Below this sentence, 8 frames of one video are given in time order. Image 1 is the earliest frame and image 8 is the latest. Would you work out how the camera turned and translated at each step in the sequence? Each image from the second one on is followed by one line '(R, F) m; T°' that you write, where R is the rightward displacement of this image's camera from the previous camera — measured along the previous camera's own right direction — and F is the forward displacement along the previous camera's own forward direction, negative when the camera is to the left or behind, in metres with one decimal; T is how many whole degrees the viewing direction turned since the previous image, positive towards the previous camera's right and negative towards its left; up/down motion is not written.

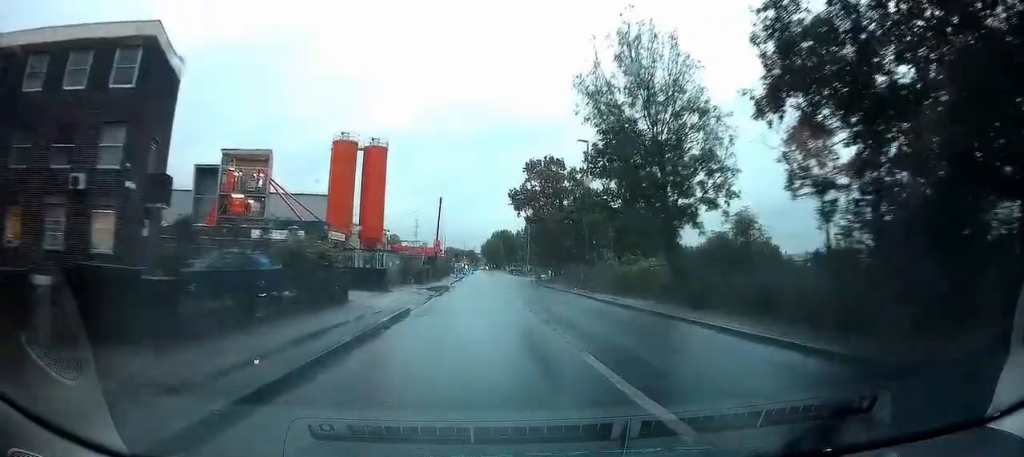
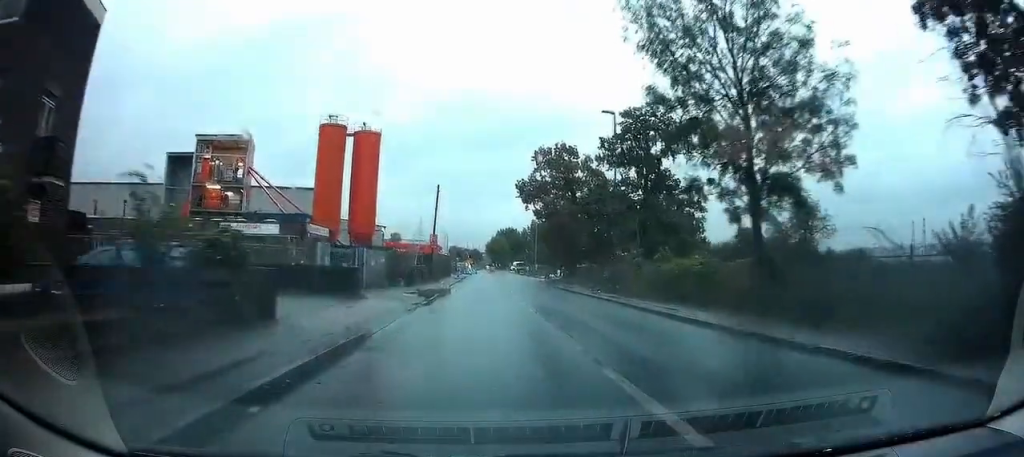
(0.0, +7.5) m; 0°
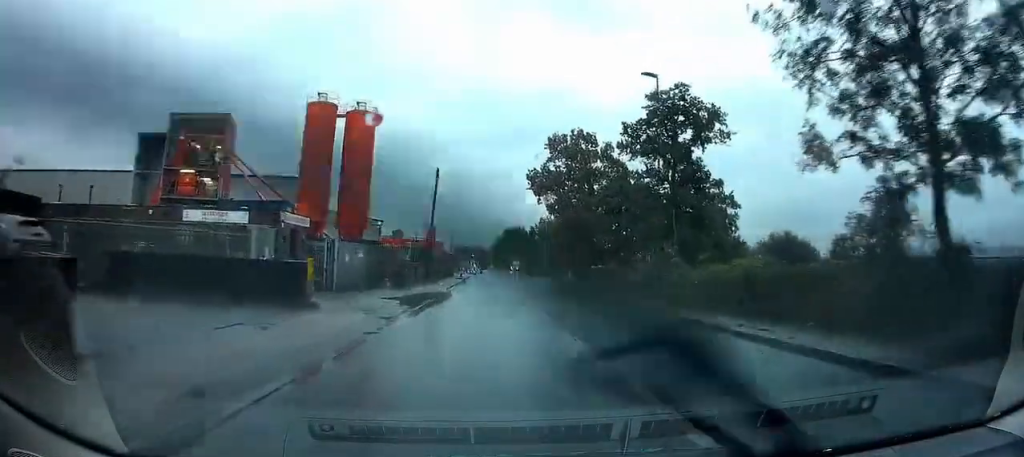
(+0.1, +7.1) m; 0°
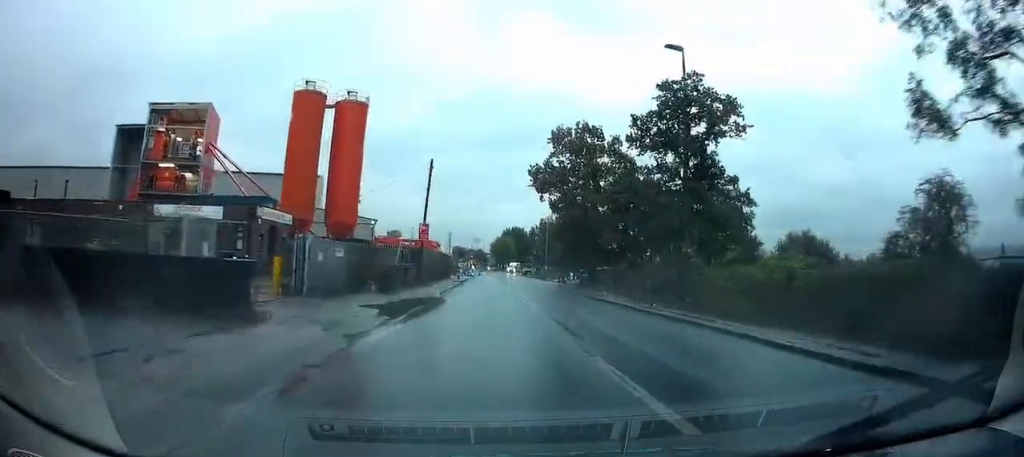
(0.0, +3.7) m; 0°
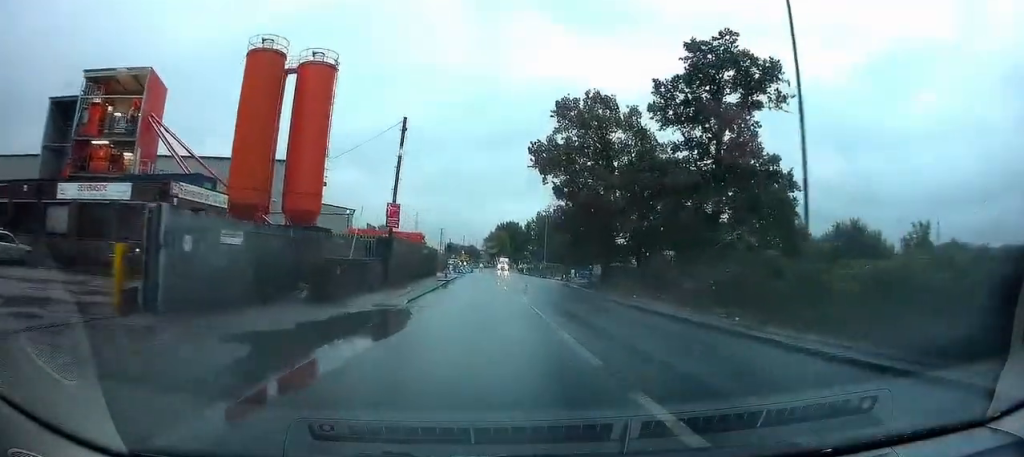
(0.0, +9.4) m; +2°
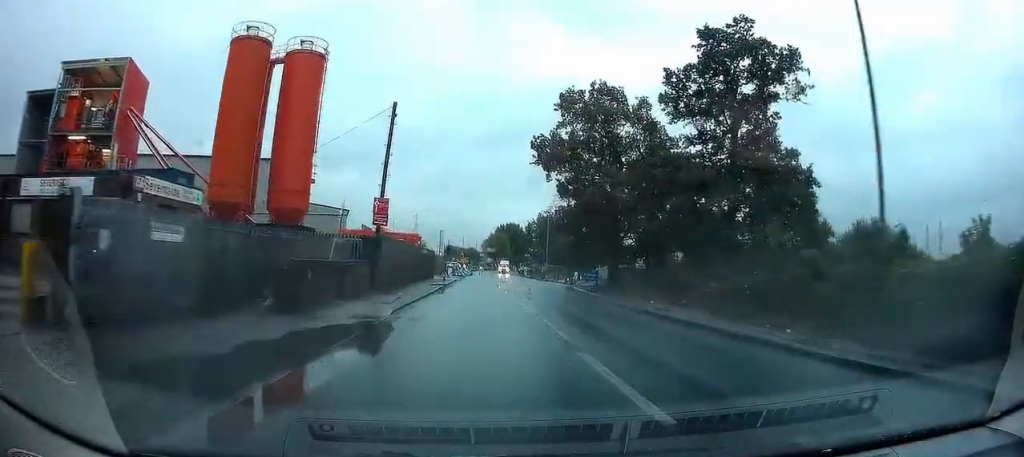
(+0.1, +3.3) m; 0°
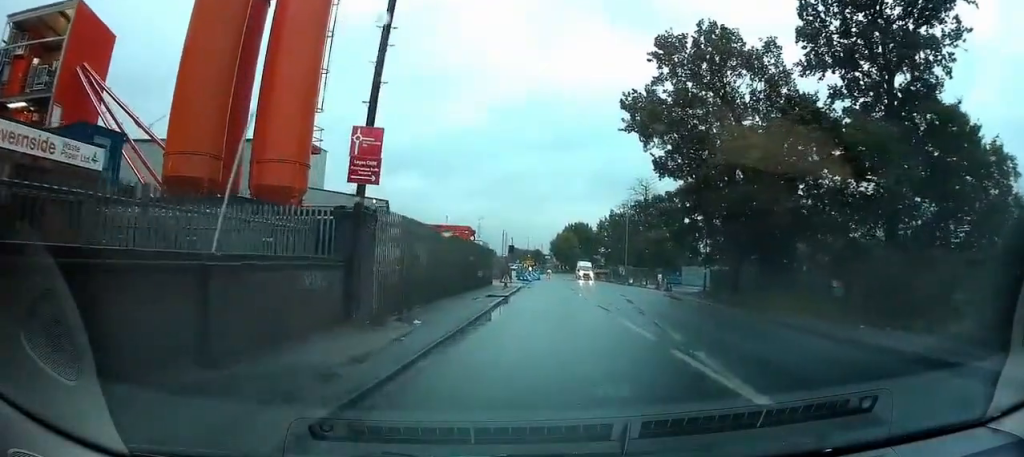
(-0.7, +13.5) m; -8°
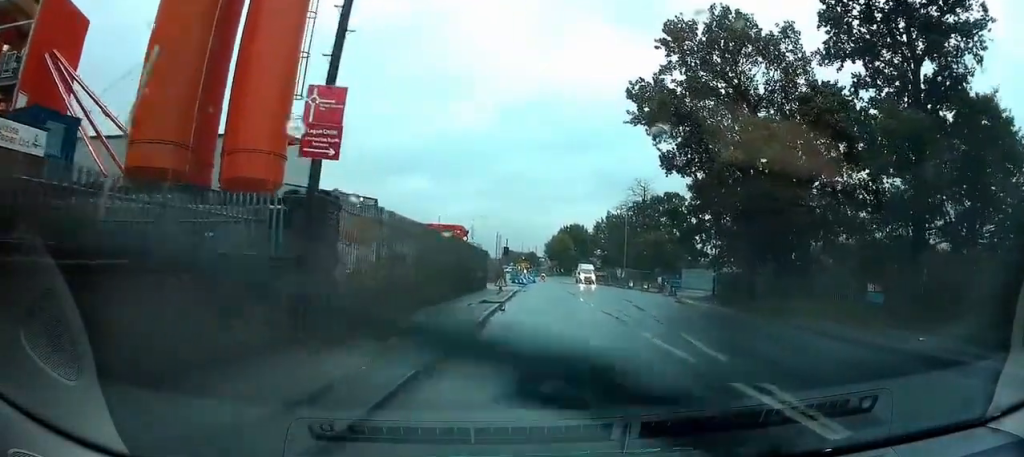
(-0.1, +3.1) m; 0°
